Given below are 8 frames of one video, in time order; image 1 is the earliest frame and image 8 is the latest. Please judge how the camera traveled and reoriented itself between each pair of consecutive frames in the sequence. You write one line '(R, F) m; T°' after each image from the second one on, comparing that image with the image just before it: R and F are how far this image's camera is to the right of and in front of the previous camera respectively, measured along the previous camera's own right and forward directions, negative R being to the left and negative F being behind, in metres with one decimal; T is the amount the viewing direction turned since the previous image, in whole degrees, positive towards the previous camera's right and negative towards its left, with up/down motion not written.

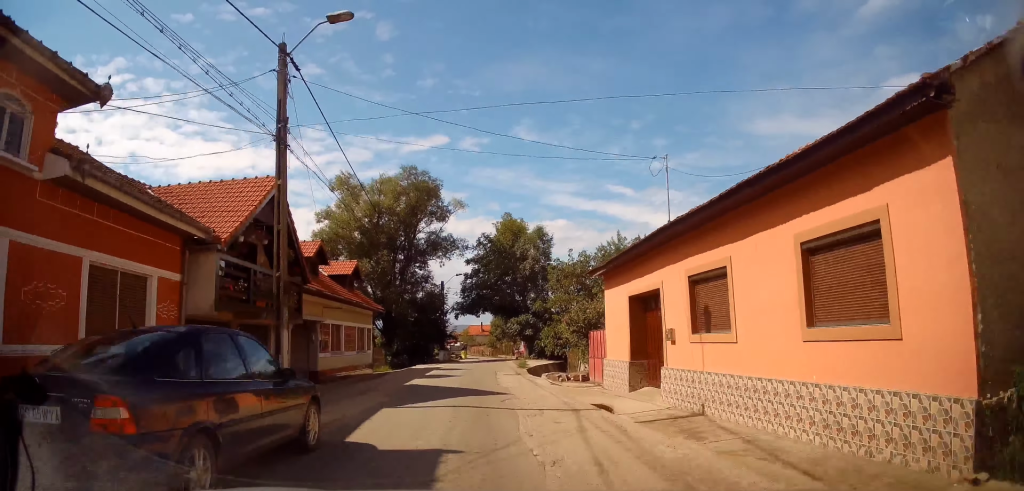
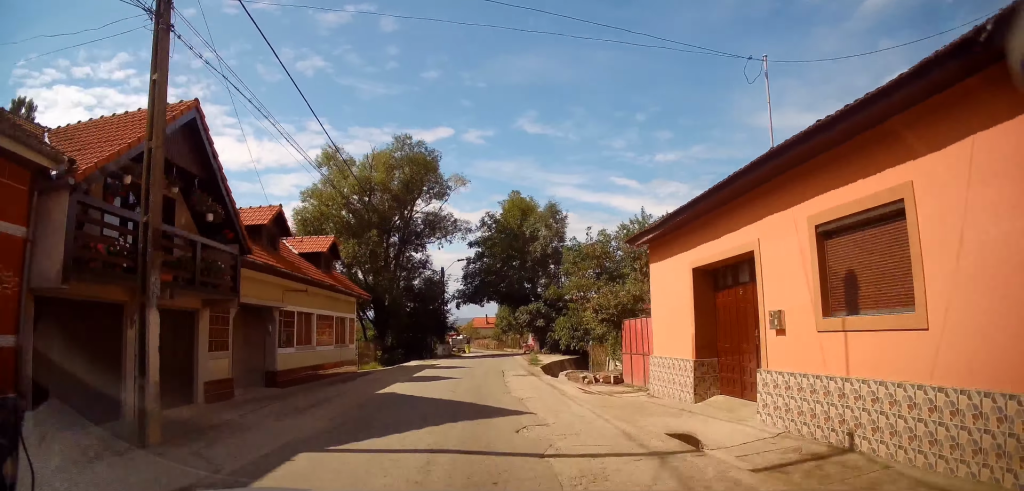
(0.0, +5.1) m; 0°
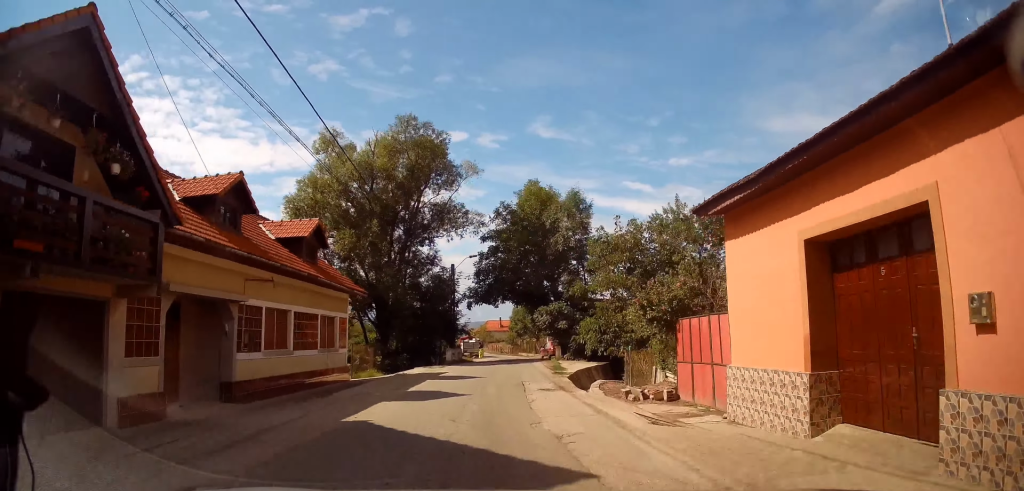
(+0.1, +4.0) m; 0°
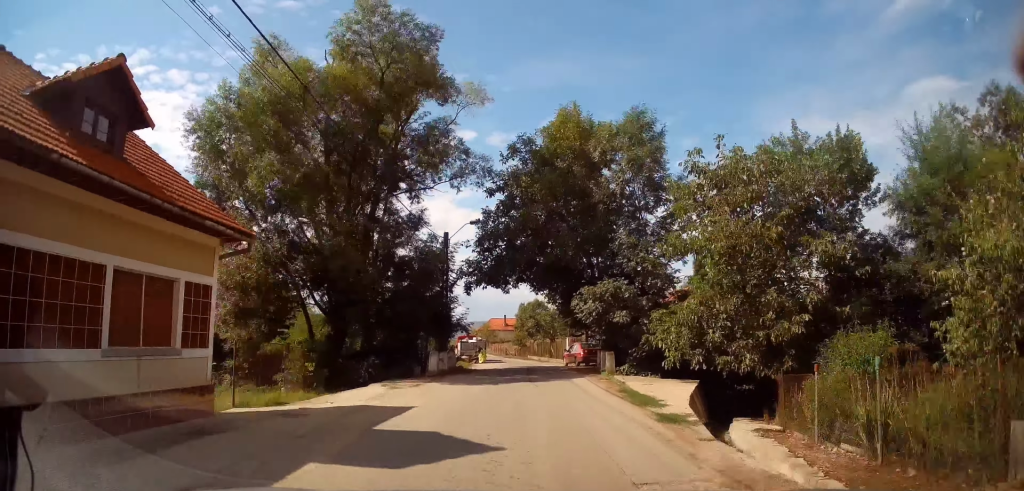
(-0.1, +11.7) m; -1°
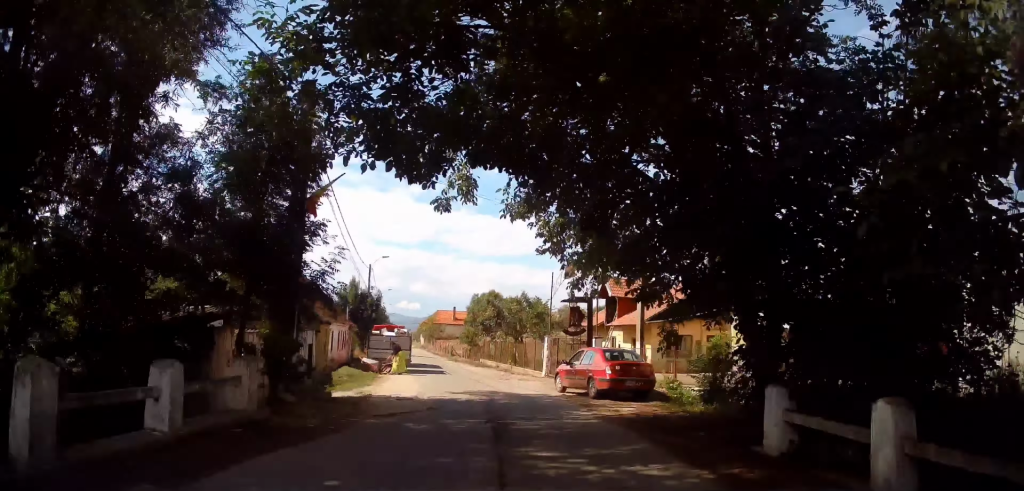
(+0.3, +17.3) m; +3°
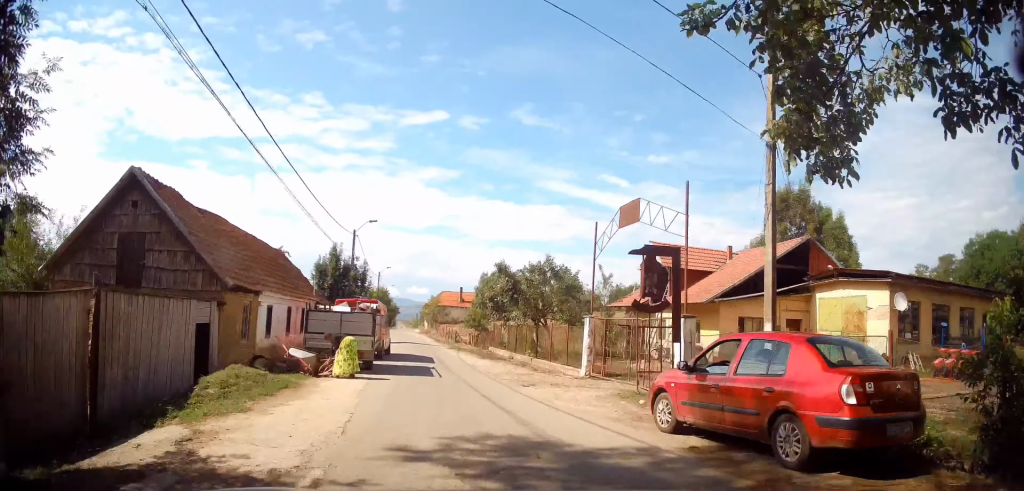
(+0.1, +9.4) m; 0°
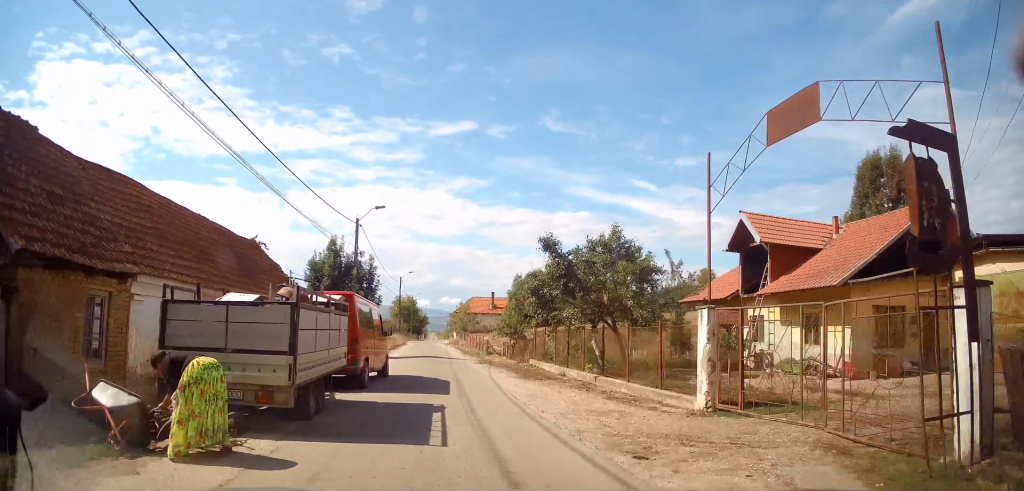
(0.0, +8.1) m; -1°
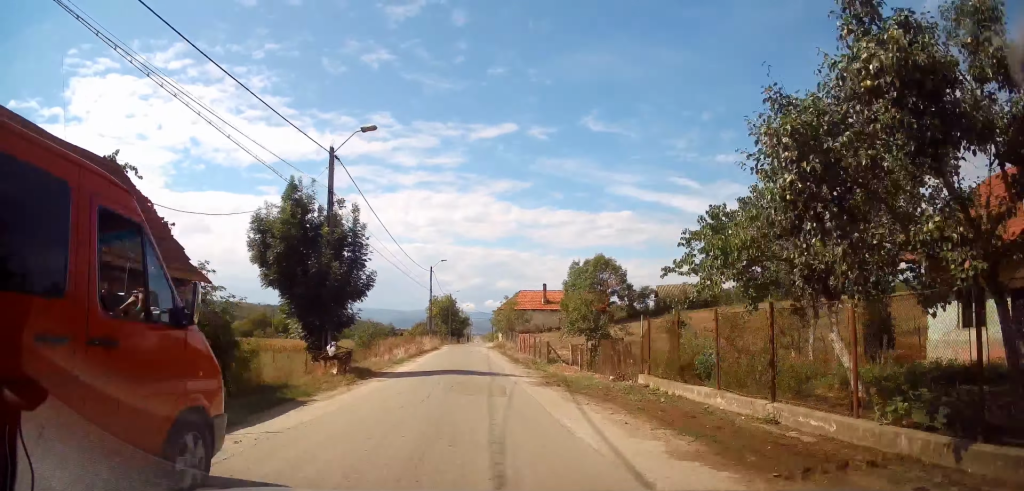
(-0.7, +13.2) m; -7°
